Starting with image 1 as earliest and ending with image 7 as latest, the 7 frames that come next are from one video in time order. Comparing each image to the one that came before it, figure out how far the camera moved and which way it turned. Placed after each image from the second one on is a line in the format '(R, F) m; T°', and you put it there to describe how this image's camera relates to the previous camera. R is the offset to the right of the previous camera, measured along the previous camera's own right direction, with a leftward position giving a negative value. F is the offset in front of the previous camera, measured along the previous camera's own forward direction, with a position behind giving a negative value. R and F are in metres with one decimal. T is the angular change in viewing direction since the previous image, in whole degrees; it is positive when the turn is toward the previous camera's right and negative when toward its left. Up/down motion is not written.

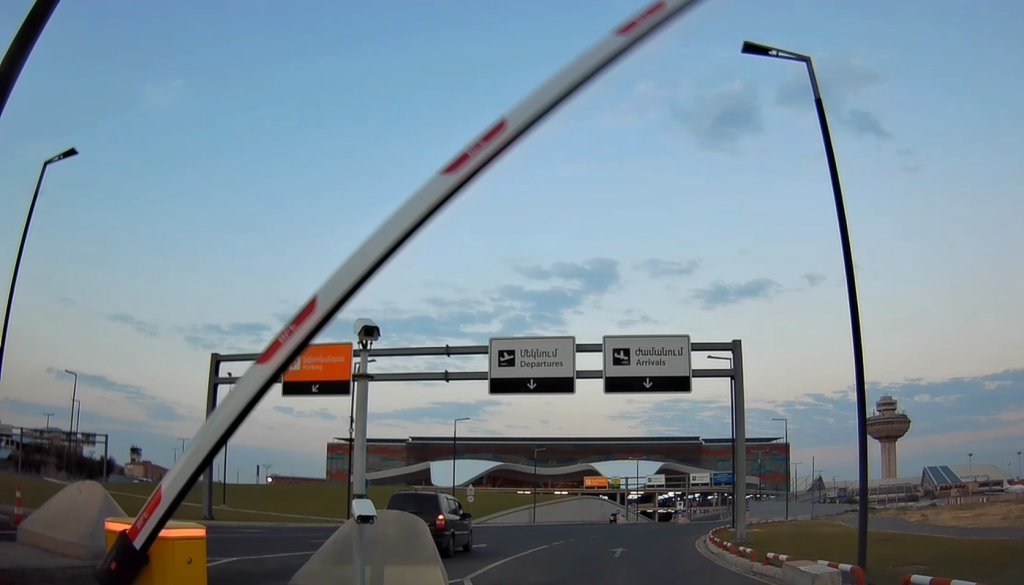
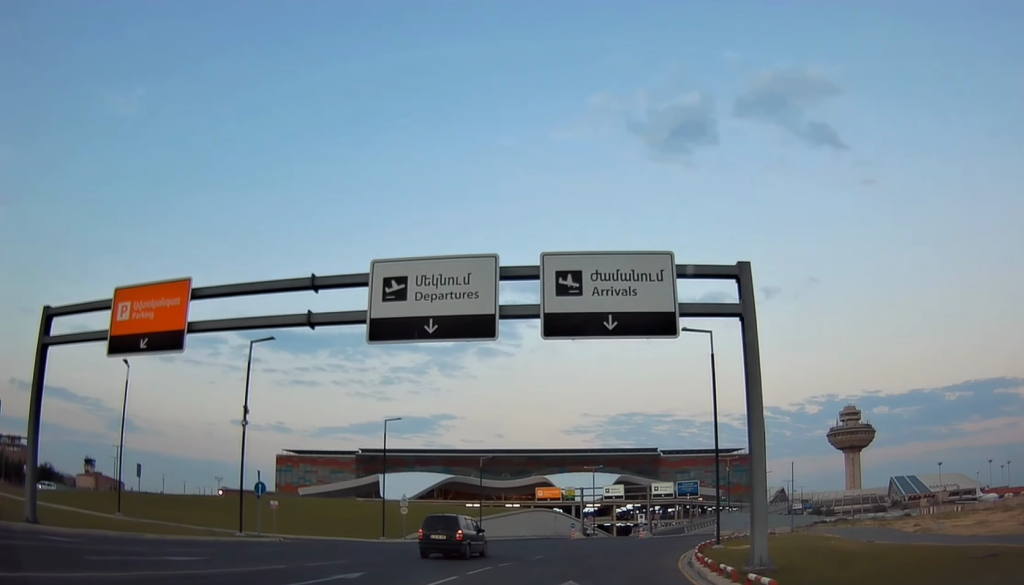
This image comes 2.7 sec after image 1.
(+1.3, +4.8) m; +10°
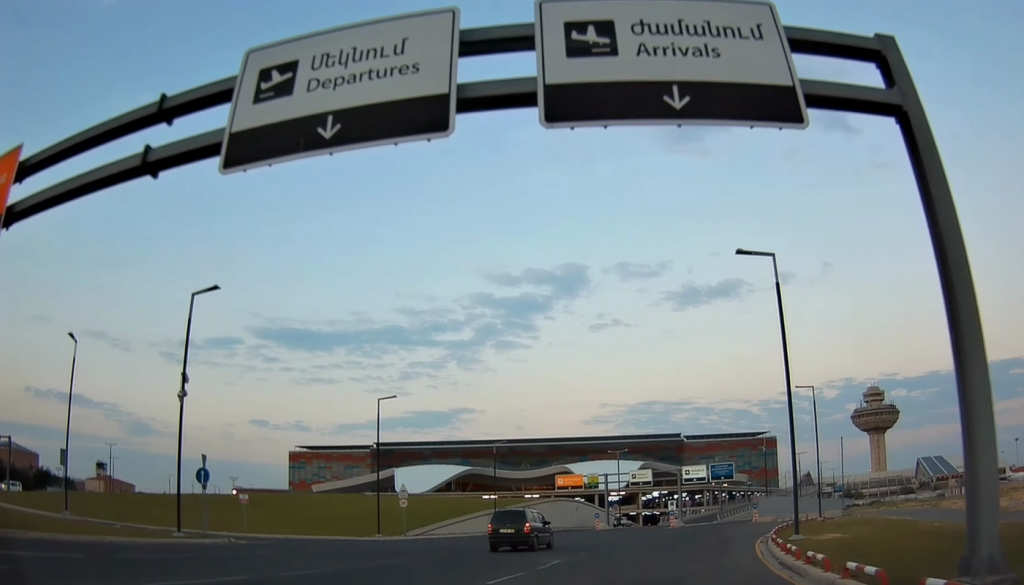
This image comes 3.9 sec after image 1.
(-0.6, +7.3) m; -7°
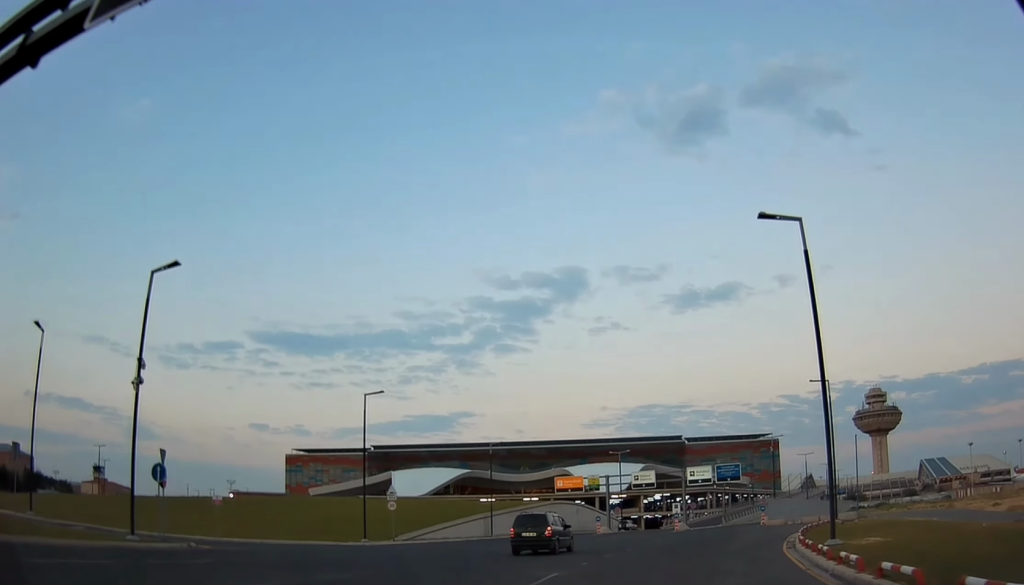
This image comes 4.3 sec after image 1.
(-0.2, +3.2) m; -1°
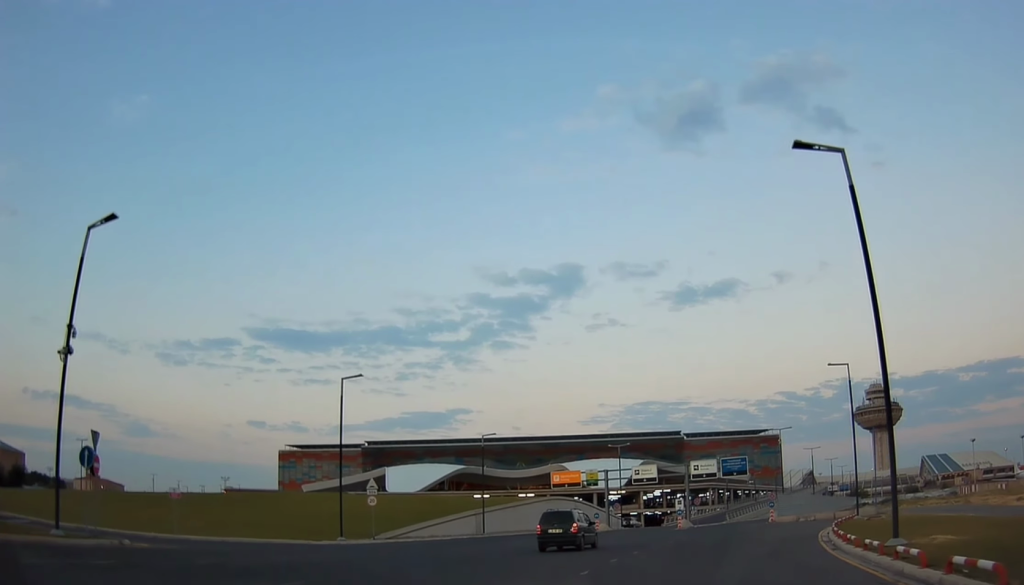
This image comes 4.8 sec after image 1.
(0.0, +4.4) m; 0°
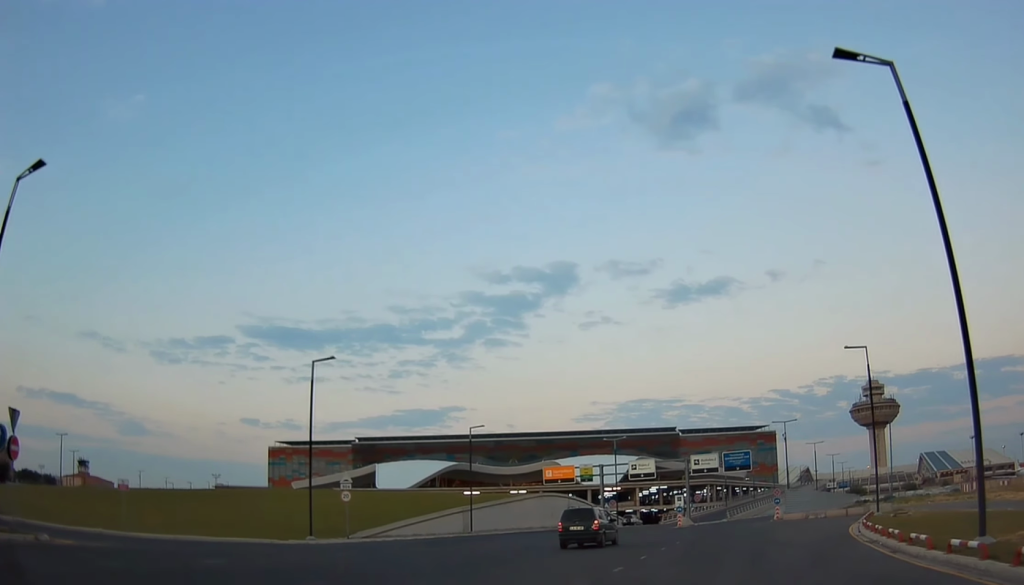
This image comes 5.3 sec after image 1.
(0.0, +4.1) m; +1°
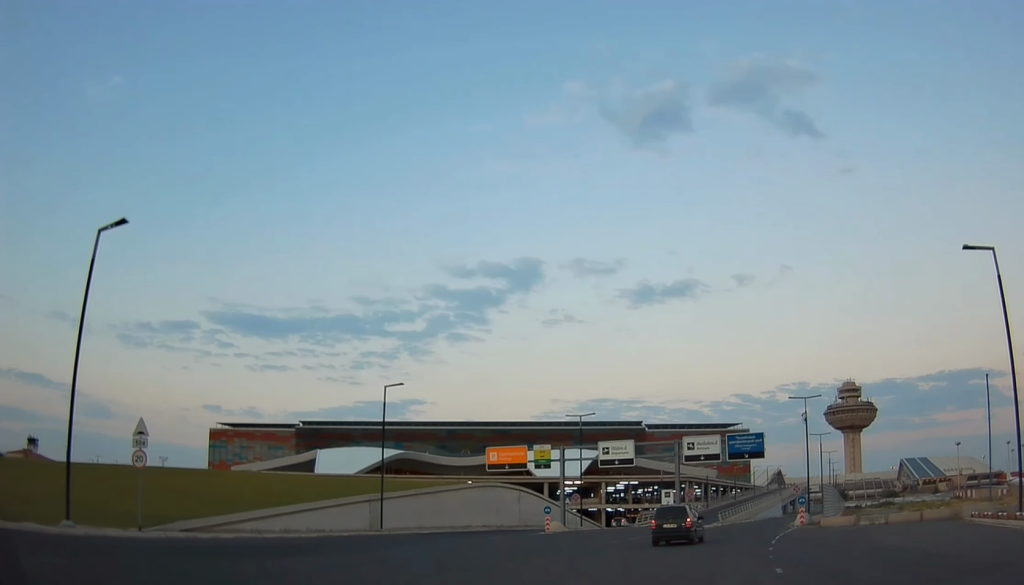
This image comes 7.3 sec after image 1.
(+0.8, +18.2) m; +5°
